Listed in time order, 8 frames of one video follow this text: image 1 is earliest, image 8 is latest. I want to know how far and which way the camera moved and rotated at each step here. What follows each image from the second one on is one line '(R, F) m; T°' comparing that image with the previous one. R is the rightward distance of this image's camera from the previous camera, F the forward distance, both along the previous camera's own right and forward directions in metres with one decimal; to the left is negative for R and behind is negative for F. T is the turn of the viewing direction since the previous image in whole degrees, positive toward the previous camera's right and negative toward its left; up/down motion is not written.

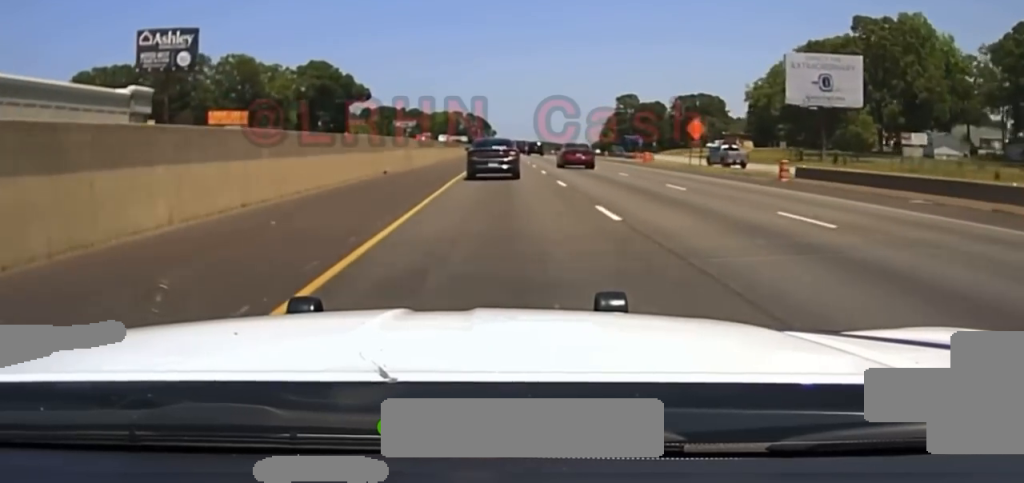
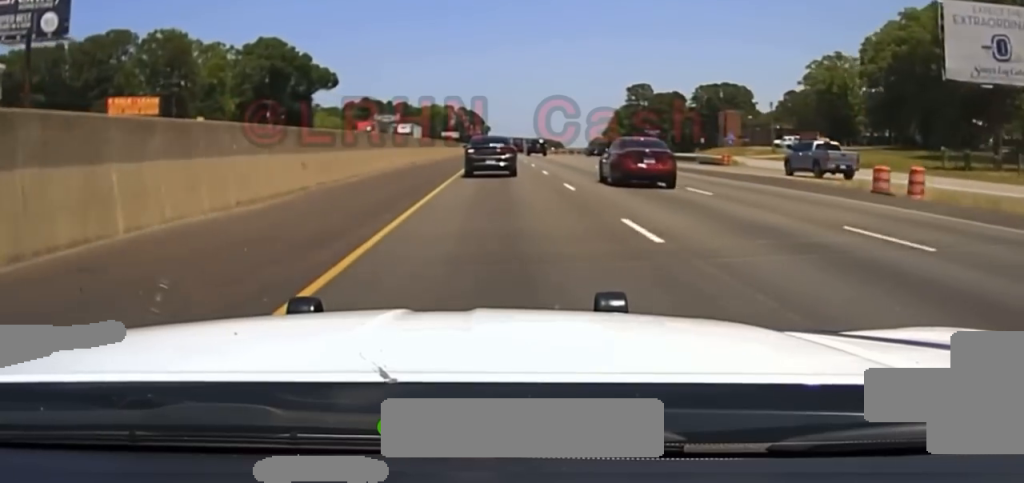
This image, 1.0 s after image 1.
(-0.1, +55.8) m; 0°
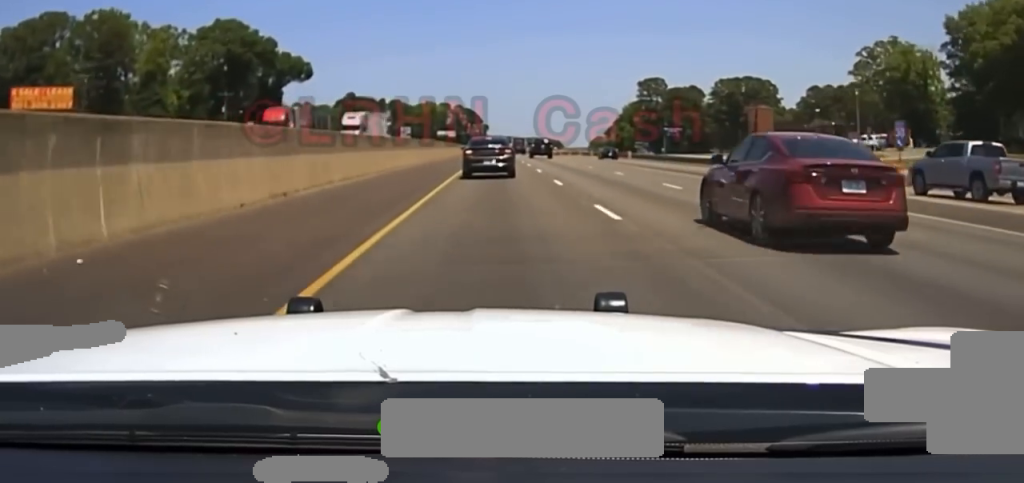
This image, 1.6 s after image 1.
(-0.1, +35.9) m; 0°
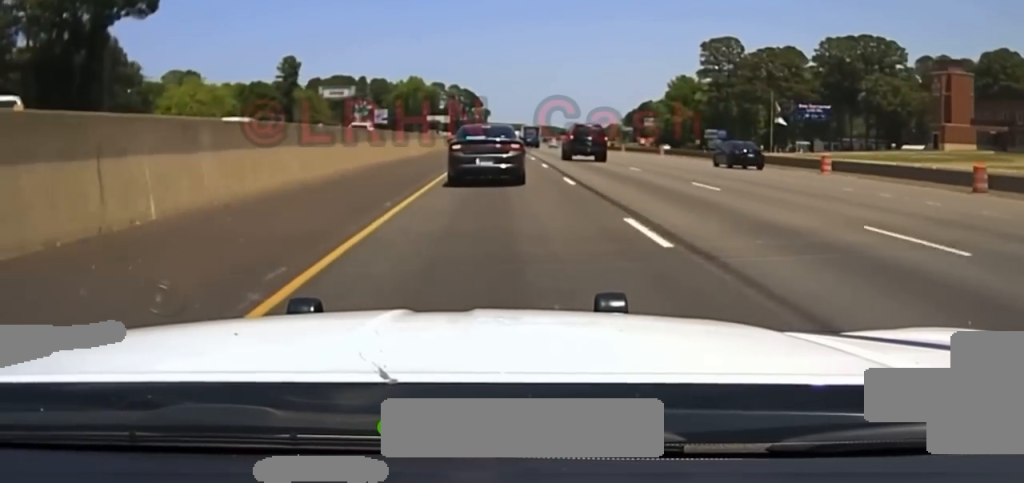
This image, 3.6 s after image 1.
(+0.5, +94.2) m; 0°
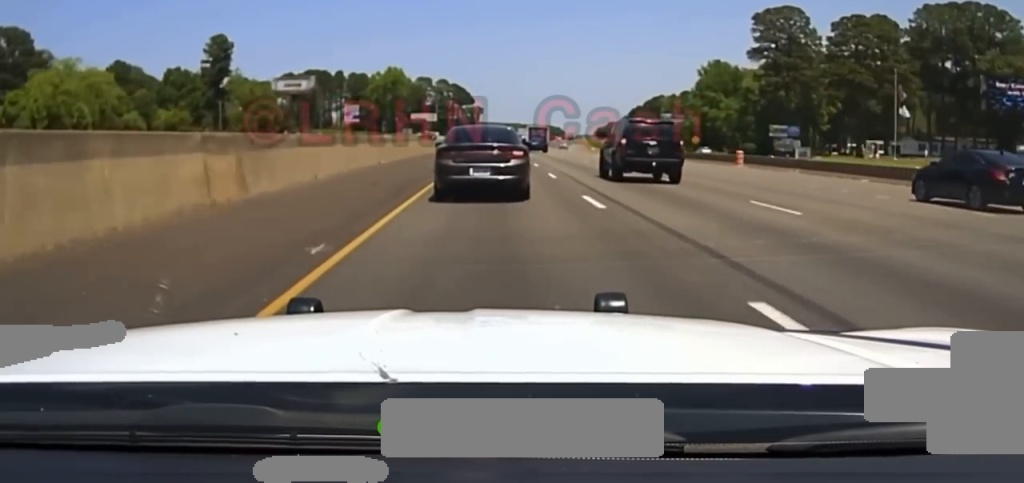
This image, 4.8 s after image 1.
(-0.3, +56.5) m; 0°
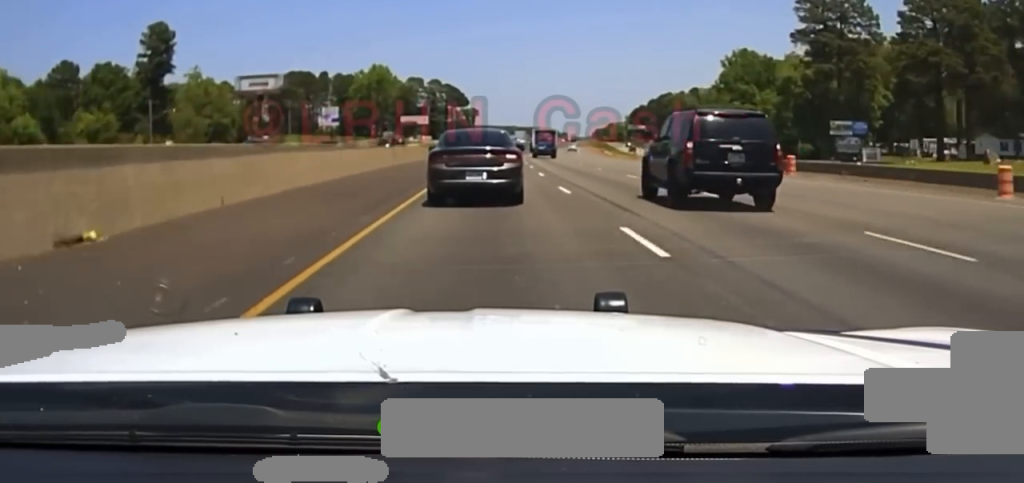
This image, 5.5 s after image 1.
(+0.2, +32.6) m; 0°
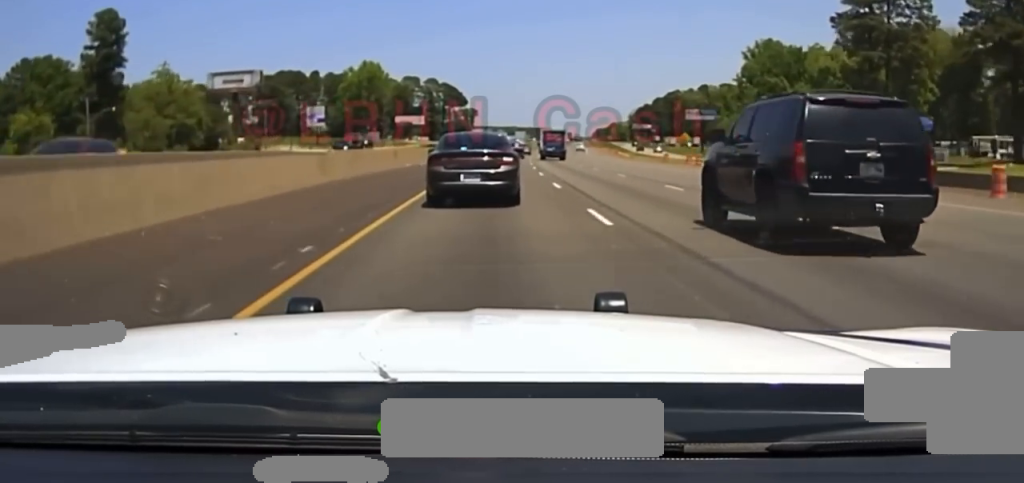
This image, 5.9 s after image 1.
(0.0, +20.9) m; 0°
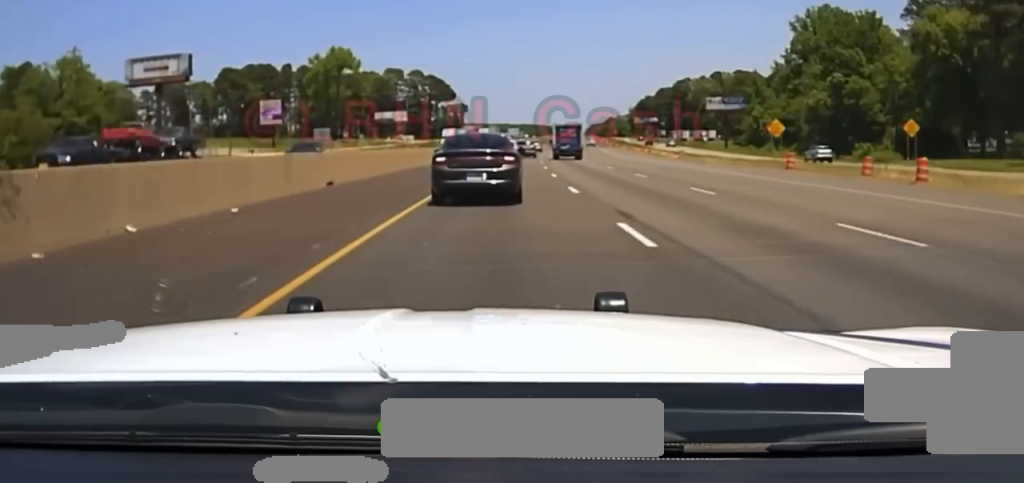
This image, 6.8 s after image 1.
(-0.1, +39.6) m; 0°
